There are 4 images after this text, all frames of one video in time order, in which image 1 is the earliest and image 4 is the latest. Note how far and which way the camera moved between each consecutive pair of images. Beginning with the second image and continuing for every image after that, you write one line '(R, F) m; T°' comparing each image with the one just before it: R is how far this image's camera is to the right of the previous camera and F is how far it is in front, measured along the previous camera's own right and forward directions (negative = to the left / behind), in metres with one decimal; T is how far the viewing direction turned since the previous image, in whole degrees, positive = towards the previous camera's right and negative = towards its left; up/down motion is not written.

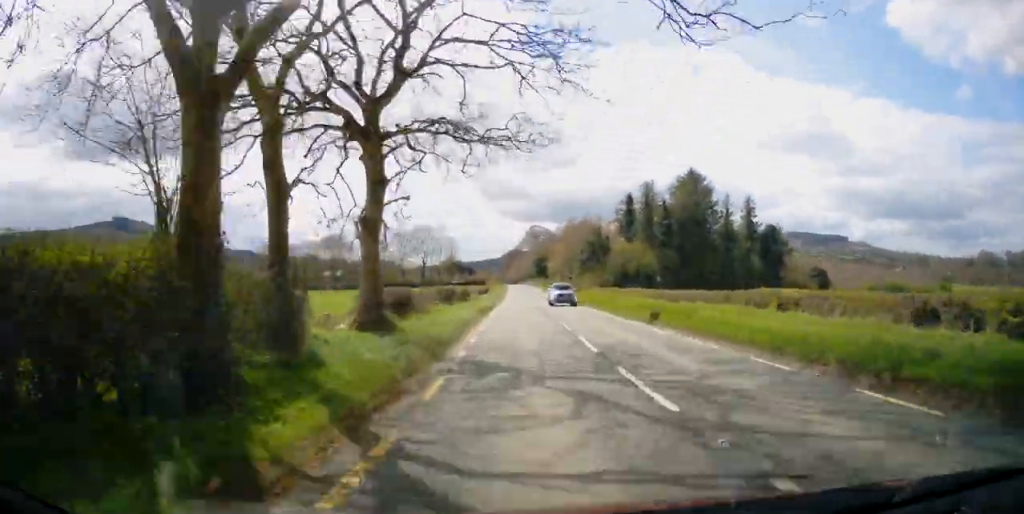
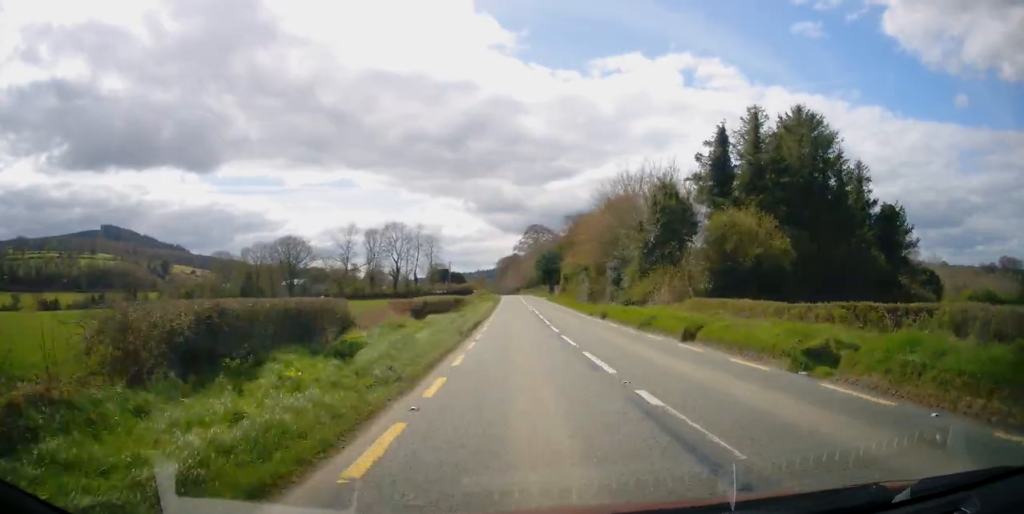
(-0.2, +38.2) m; +1°
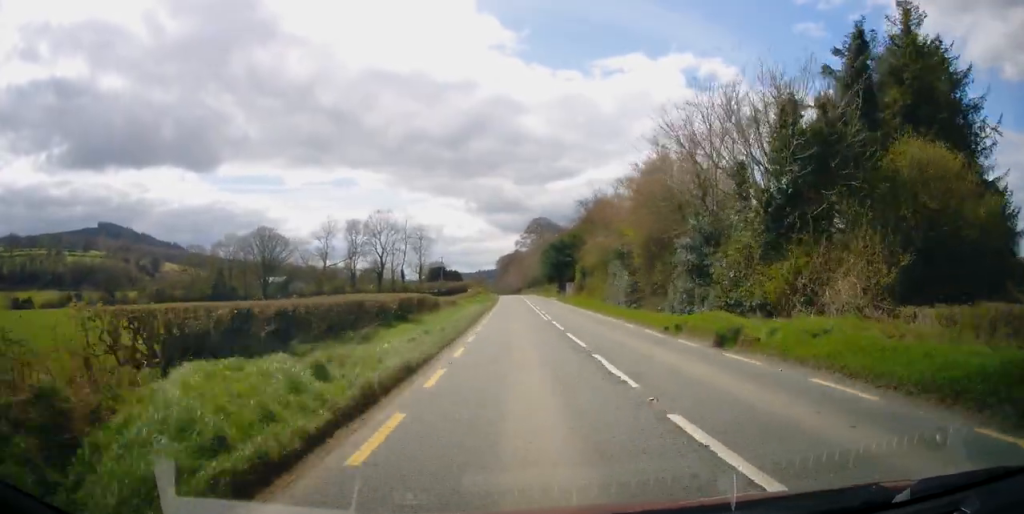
(+0.2, +19.1) m; +1°
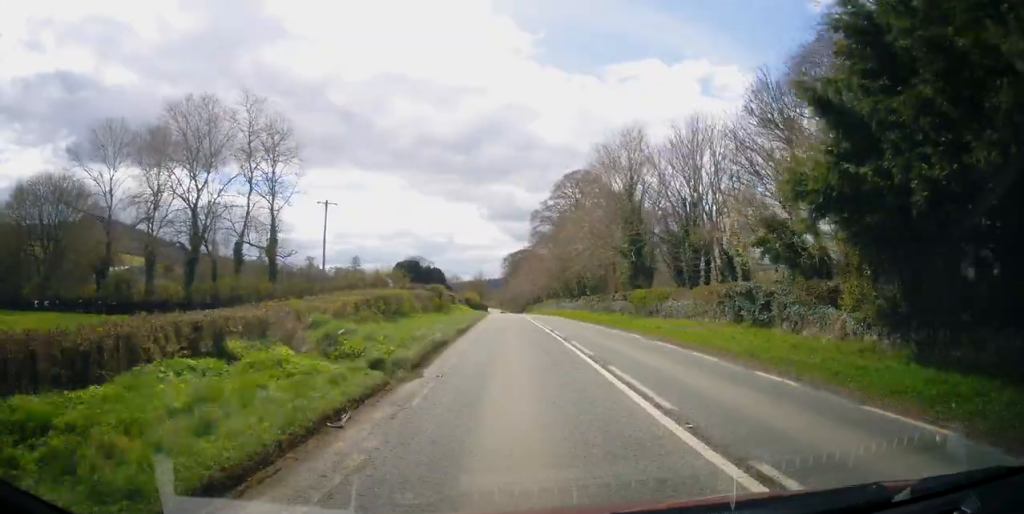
(-1.7, +83.1) m; -2°
